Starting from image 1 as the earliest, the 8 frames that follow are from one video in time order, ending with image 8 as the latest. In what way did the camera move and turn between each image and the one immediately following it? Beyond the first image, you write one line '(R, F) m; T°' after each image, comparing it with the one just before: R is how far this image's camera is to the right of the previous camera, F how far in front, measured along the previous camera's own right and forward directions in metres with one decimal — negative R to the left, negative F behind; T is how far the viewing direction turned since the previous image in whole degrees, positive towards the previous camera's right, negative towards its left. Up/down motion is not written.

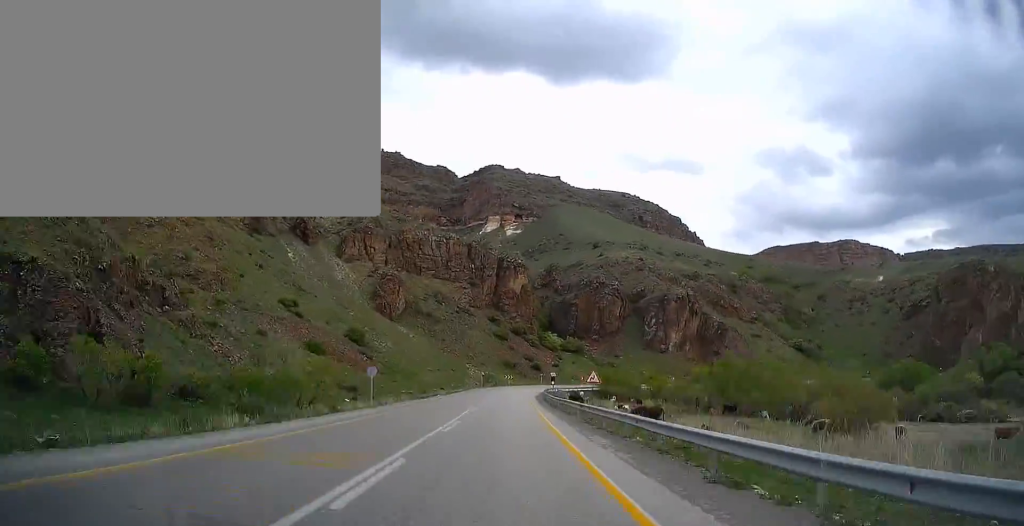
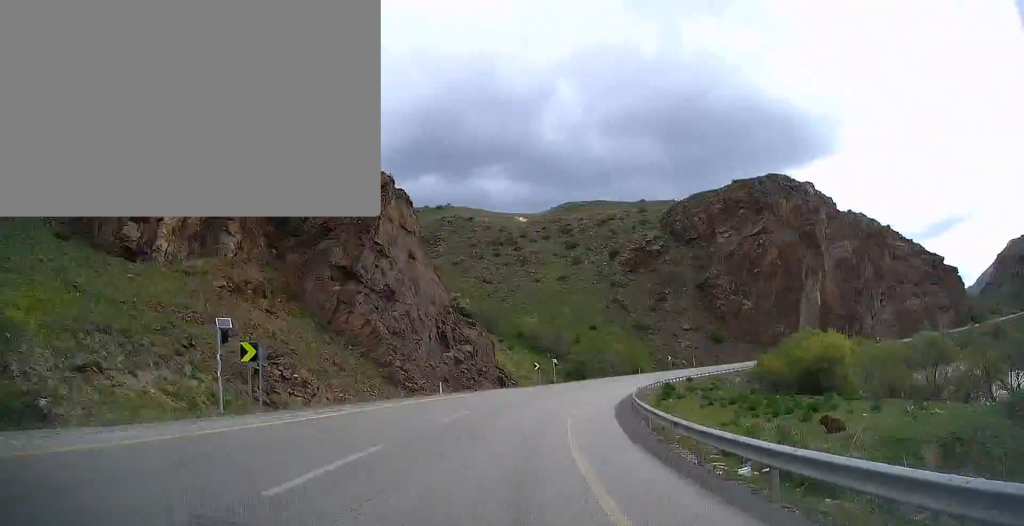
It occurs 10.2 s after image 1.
(+42.1, +181.3) m; +52°
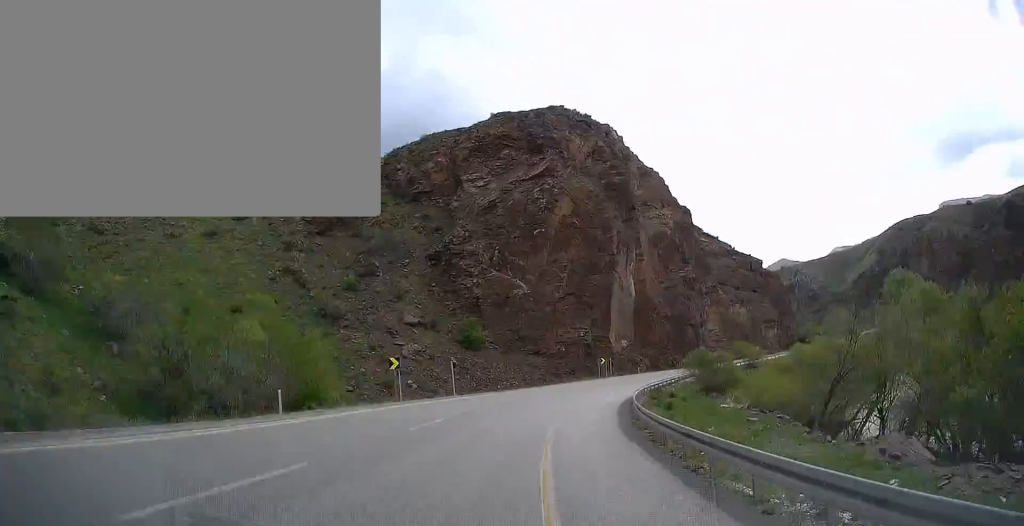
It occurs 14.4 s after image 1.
(+29.1, +67.3) m; +29°
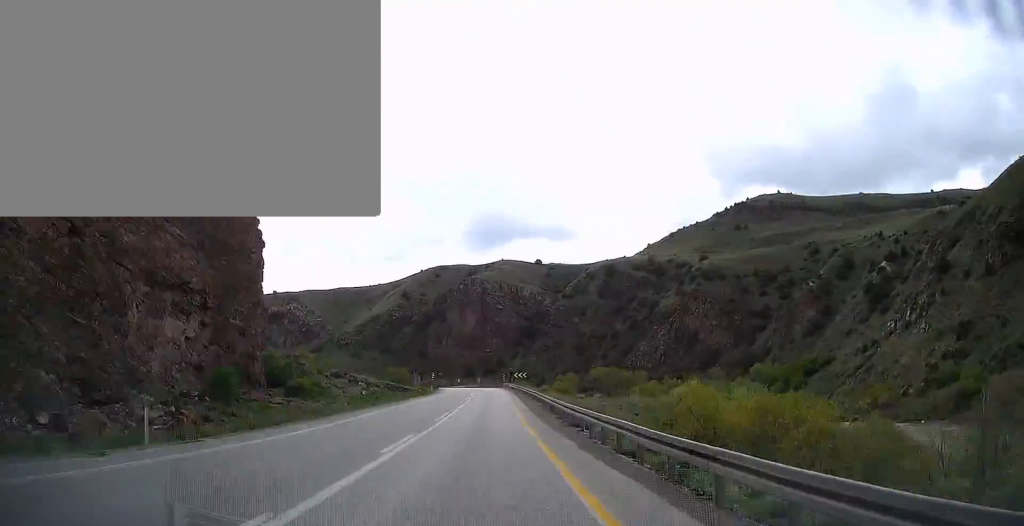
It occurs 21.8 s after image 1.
(+50.9, +125.3) m; +22°
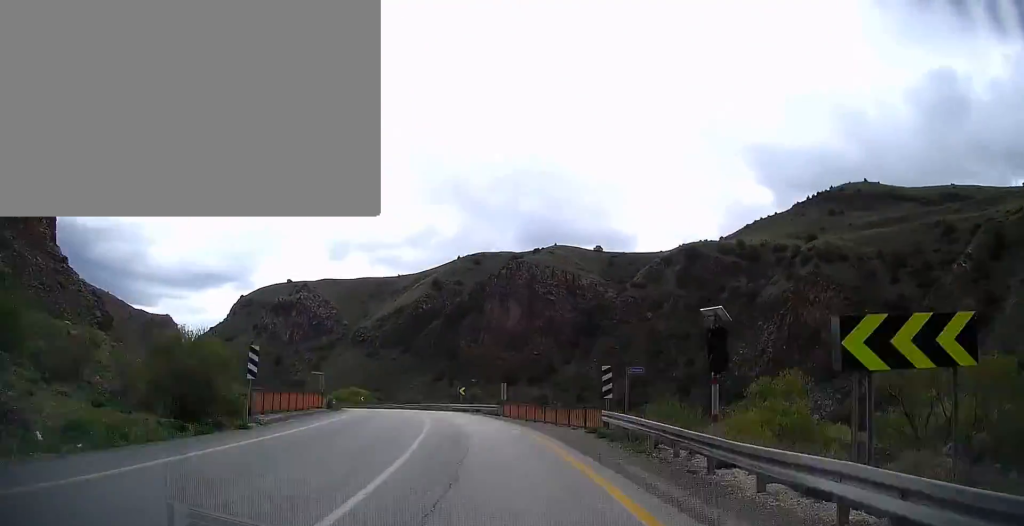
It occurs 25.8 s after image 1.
(-4.6, +76.1) m; -11°
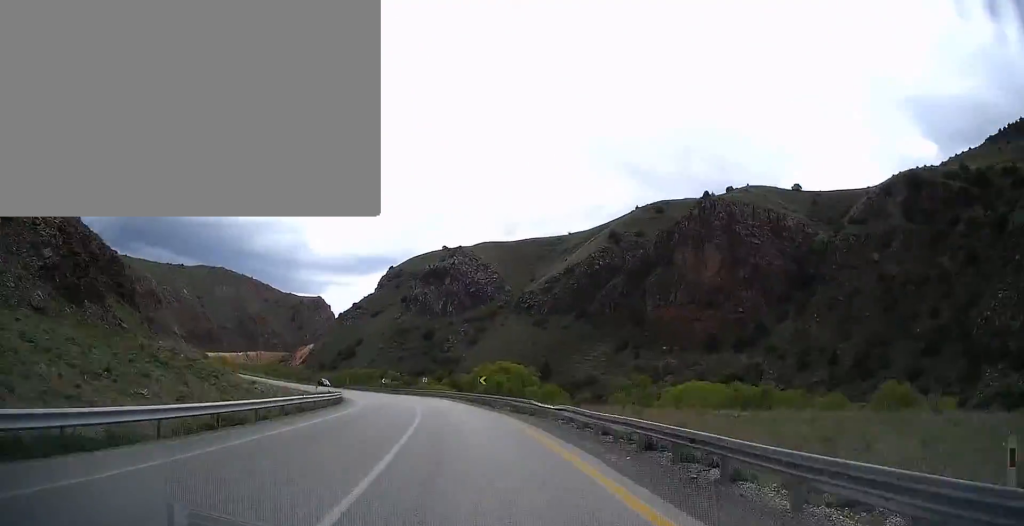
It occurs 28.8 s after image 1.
(+2.8, +57.7) m; -12°
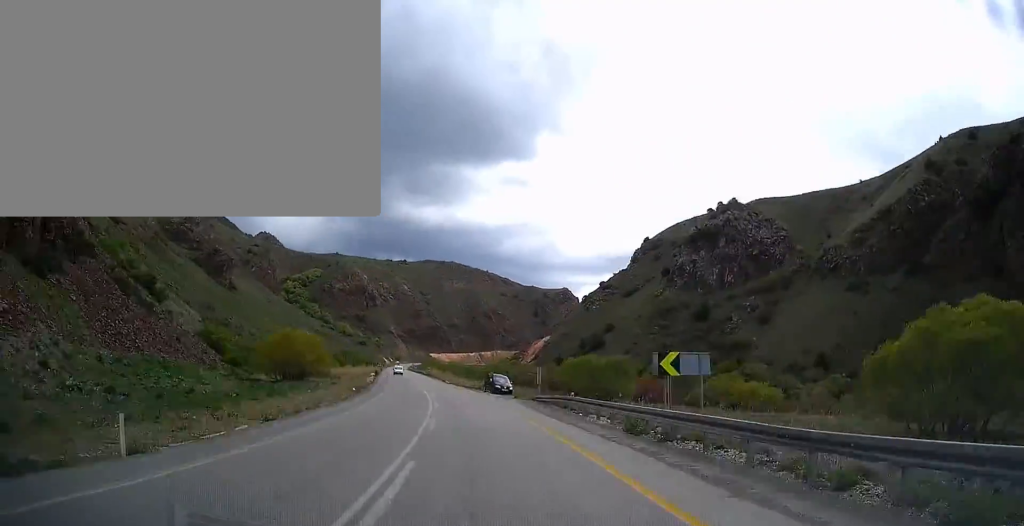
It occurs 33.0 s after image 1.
(-20.2, +83.8) m; -12°
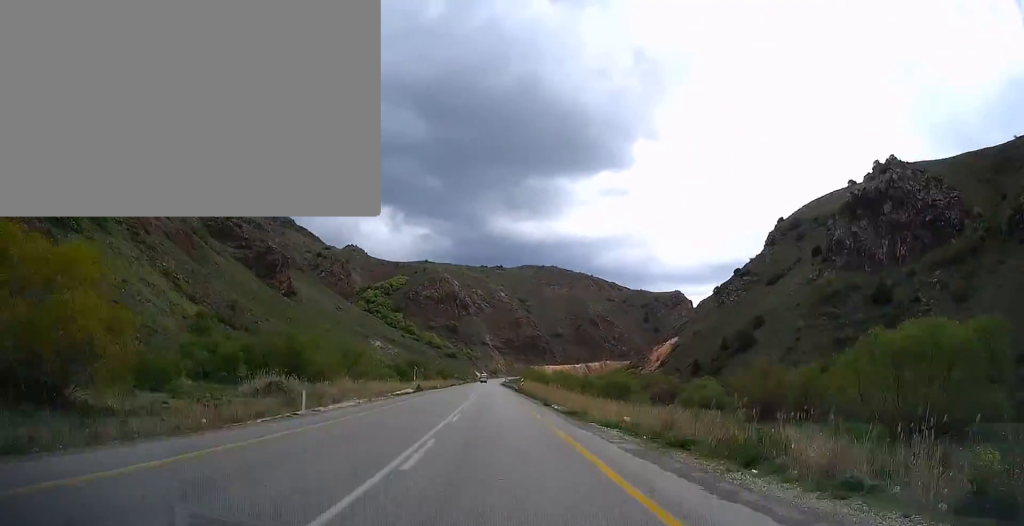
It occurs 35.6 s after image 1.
(-3.6, +53.9) m; -5°
